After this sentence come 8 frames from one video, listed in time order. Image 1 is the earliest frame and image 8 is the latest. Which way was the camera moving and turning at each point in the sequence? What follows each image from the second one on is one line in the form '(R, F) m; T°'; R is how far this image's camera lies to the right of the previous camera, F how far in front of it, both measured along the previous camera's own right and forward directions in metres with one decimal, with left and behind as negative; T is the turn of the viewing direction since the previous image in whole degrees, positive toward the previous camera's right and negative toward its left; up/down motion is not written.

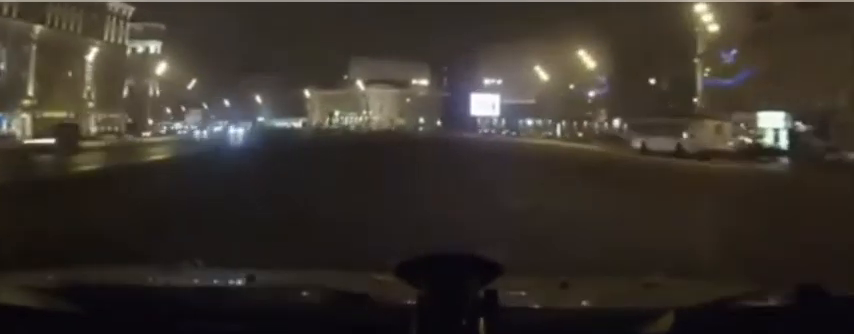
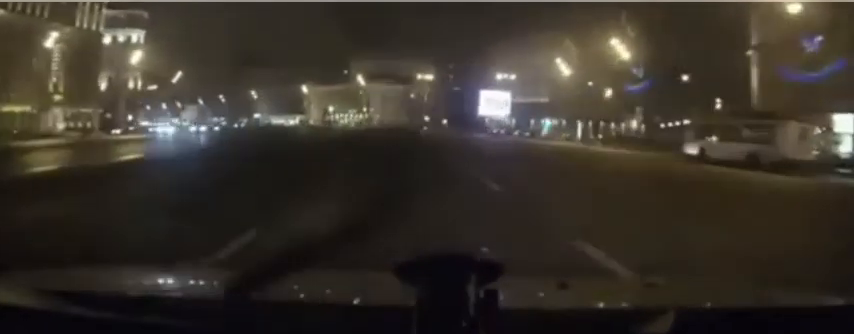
(0.0, +12.7) m; 0°
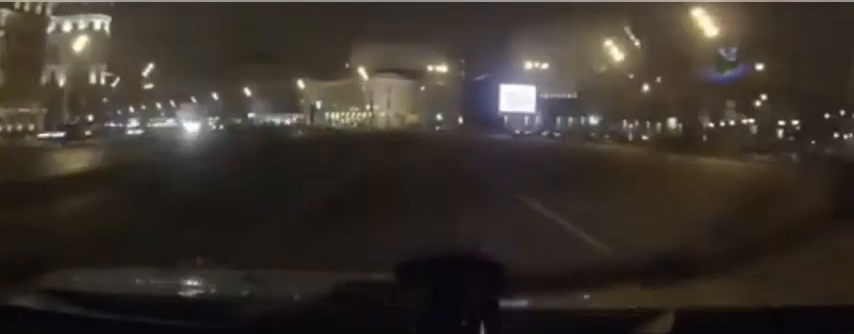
(-0.2, +21.4) m; -1°
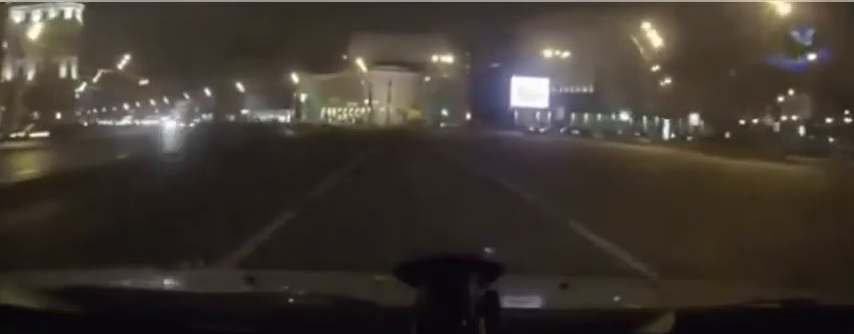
(0.0, +12.6) m; 0°
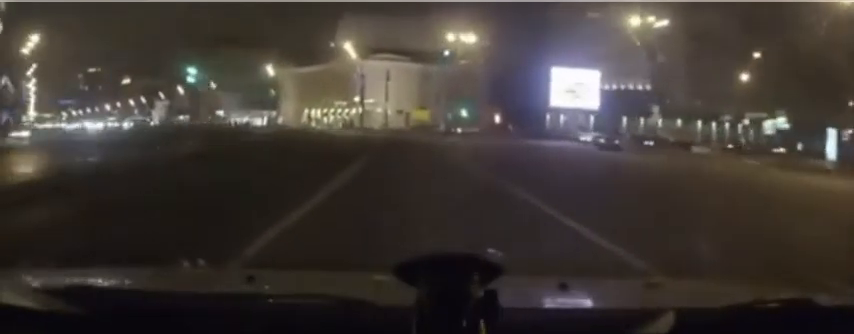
(-0.3, +34.5) m; -1°
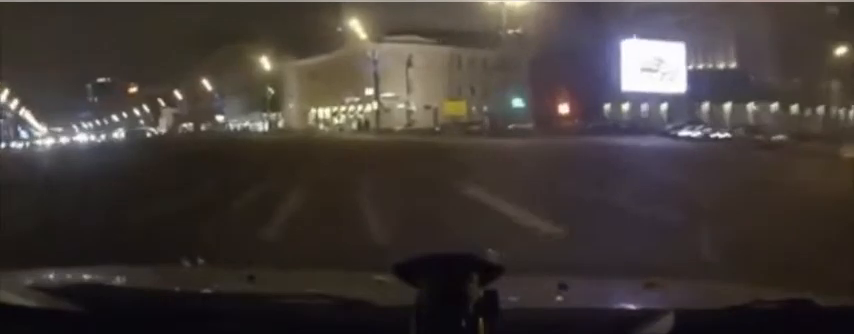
(-0.1, +24.1) m; -4°
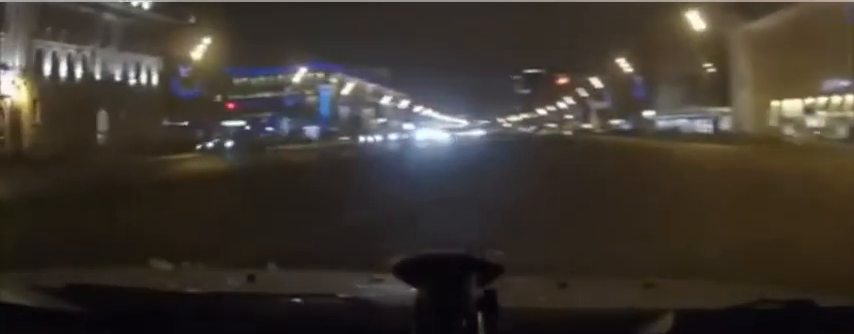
(-7.1, +43.3) m; -17°
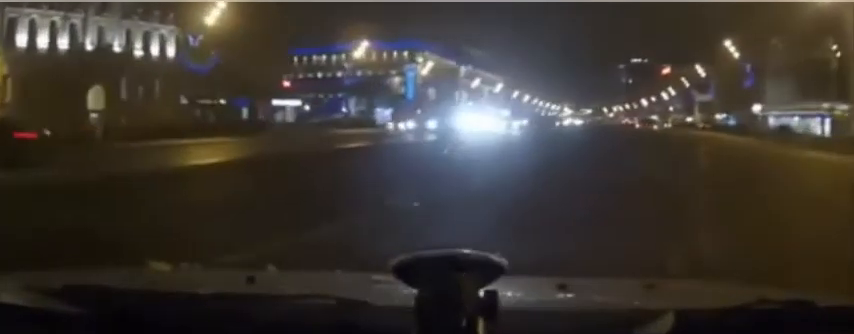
(-0.2, +15.5) m; -1°
